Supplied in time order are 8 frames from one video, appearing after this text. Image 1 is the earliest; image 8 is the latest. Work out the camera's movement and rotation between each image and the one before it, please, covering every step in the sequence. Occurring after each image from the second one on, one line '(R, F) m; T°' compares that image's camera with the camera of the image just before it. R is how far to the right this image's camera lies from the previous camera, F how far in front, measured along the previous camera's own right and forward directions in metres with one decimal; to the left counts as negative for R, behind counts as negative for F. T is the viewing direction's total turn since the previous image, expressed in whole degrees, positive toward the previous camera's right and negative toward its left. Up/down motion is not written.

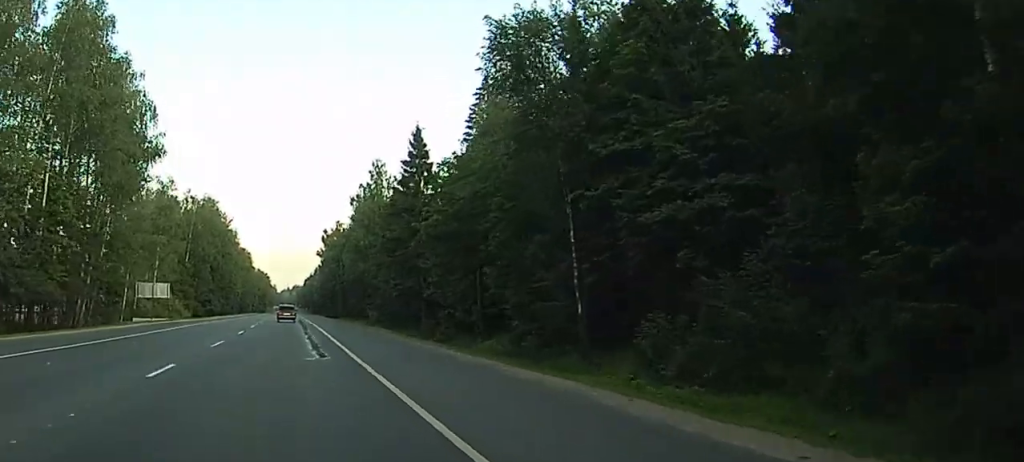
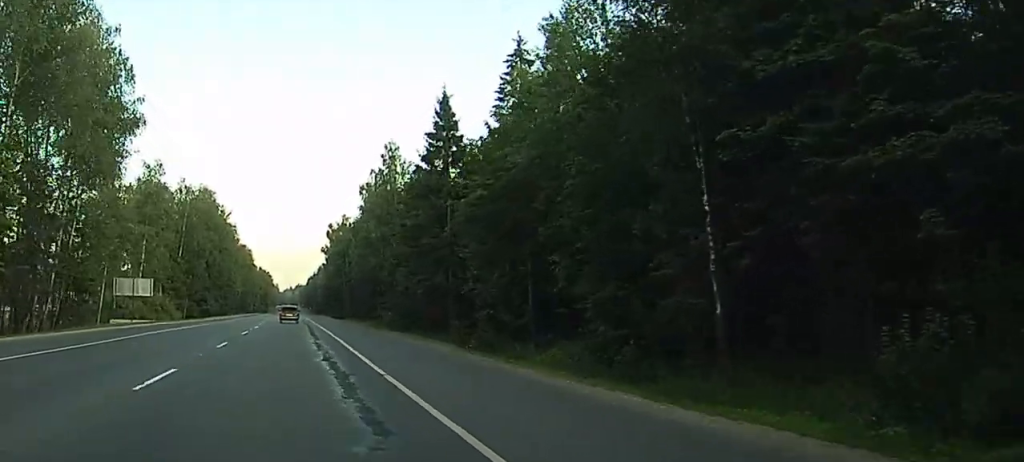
(0.0, +12.9) m; -1°
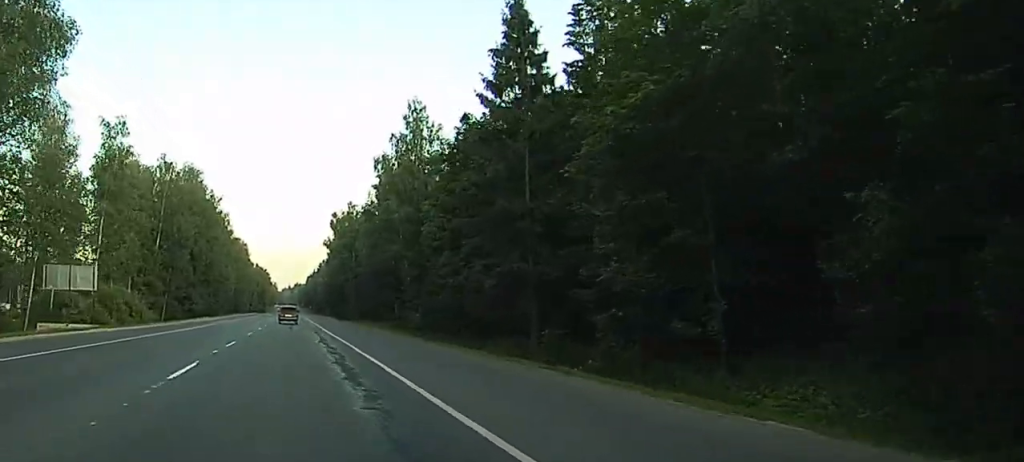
(-0.3, +22.5) m; 0°
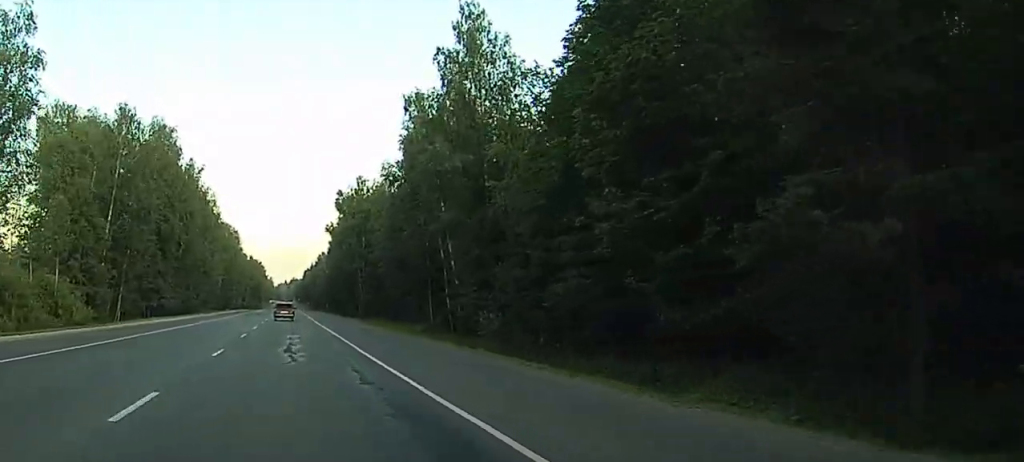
(+0.4, +29.0) m; +1°
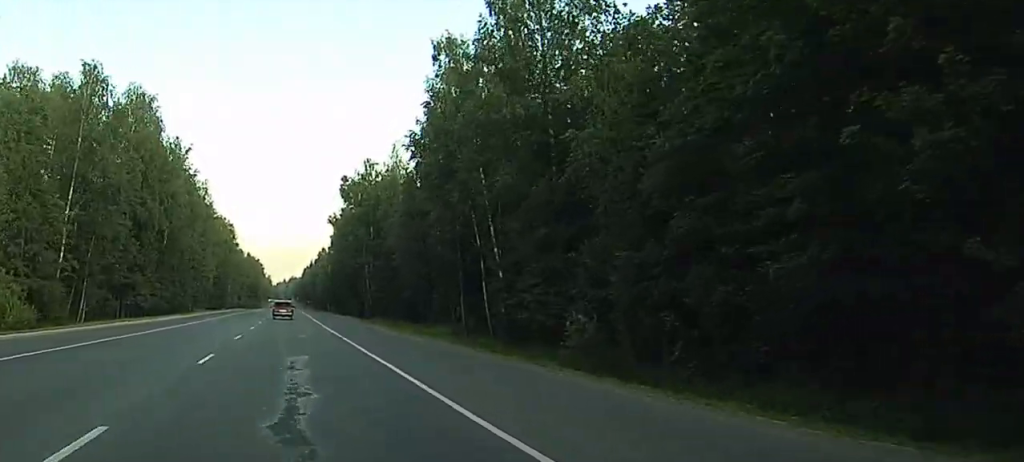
(0.0, +15.4) m; 0°
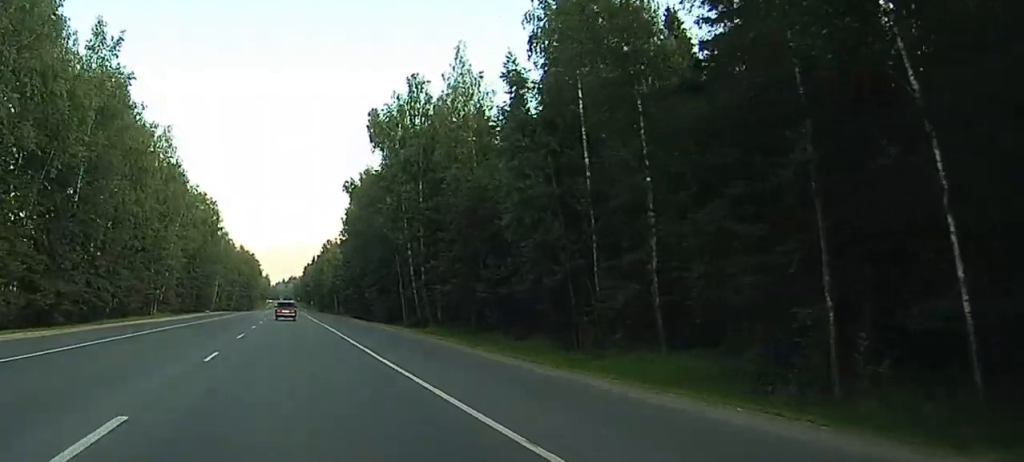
(-0.4, +46.9) m; -1°
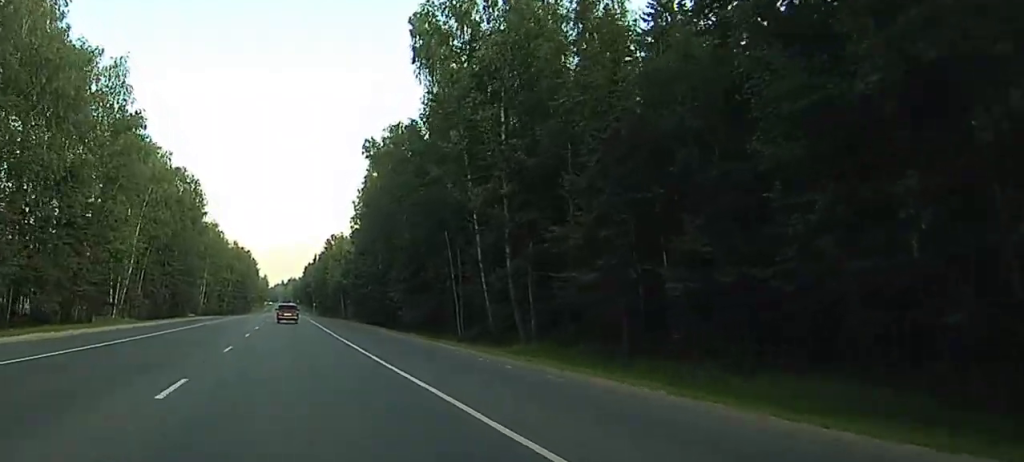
(0.0, +30.8) m; +1°
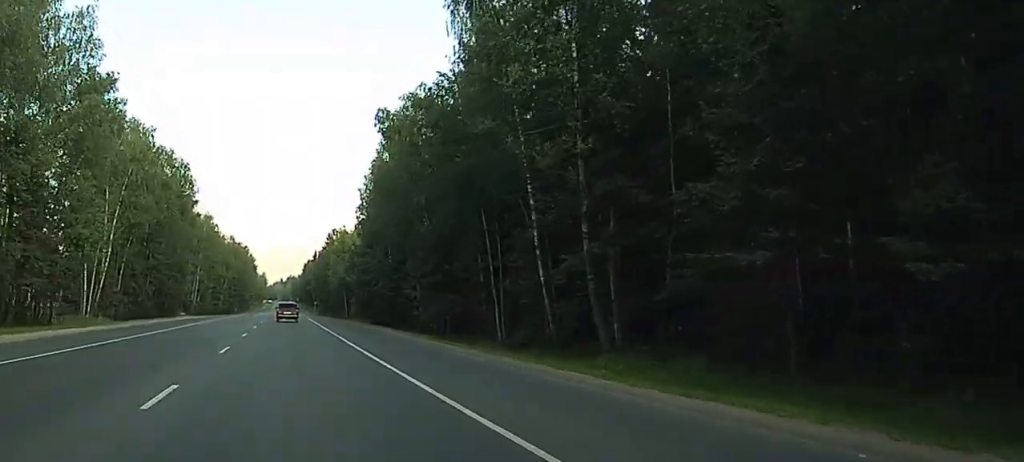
(0.0, +13.0) m; +1°
